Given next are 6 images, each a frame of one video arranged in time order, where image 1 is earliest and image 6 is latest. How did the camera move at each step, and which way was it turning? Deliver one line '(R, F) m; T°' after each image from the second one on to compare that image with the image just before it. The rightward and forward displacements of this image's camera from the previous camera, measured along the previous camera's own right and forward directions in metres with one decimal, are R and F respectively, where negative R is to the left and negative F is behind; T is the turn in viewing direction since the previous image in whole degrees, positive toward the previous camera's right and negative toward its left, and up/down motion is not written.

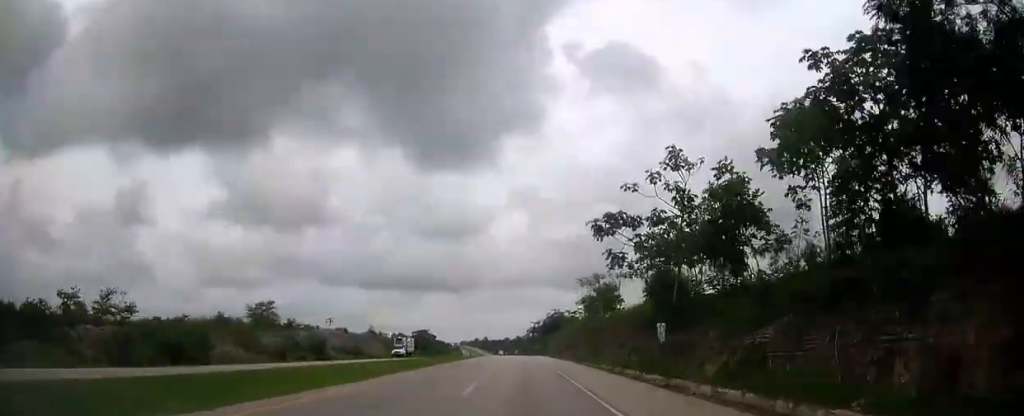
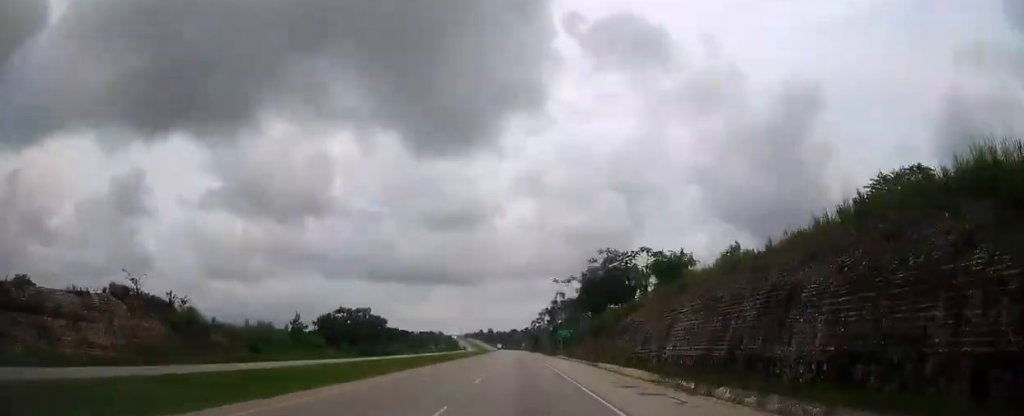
(-1.1, +91.1) m; -1°
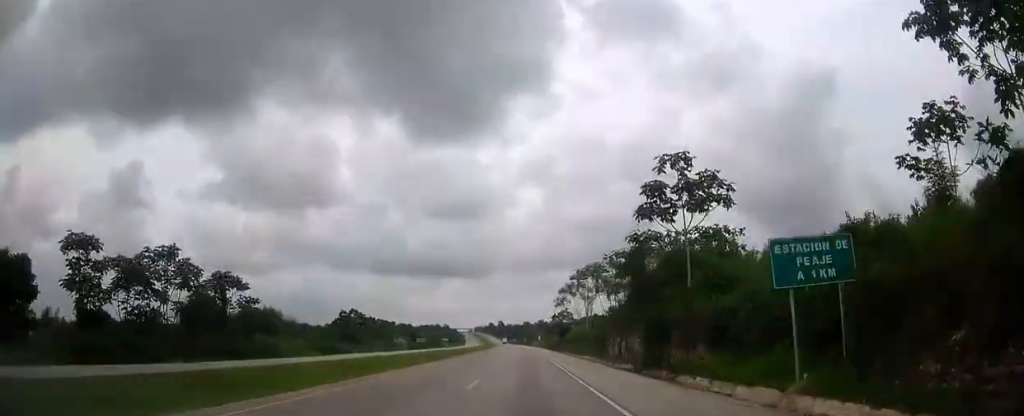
(-0.8, +75.9) m; -1°
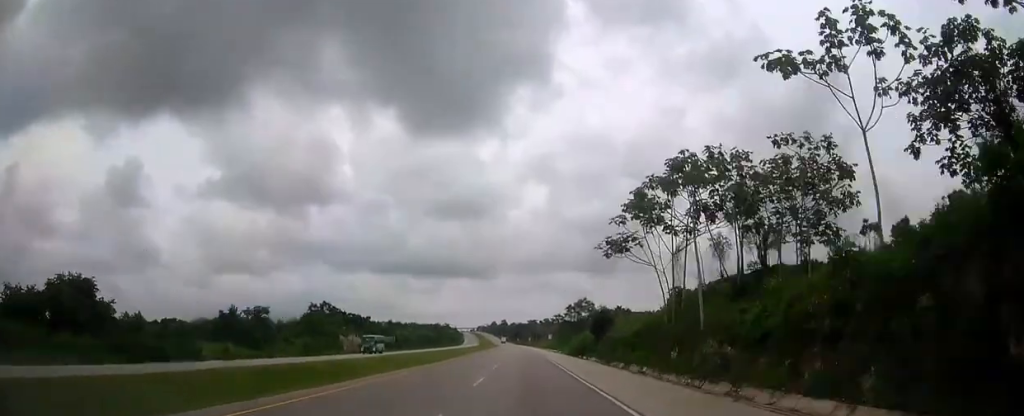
(-0.2, +46.2) m; -1°
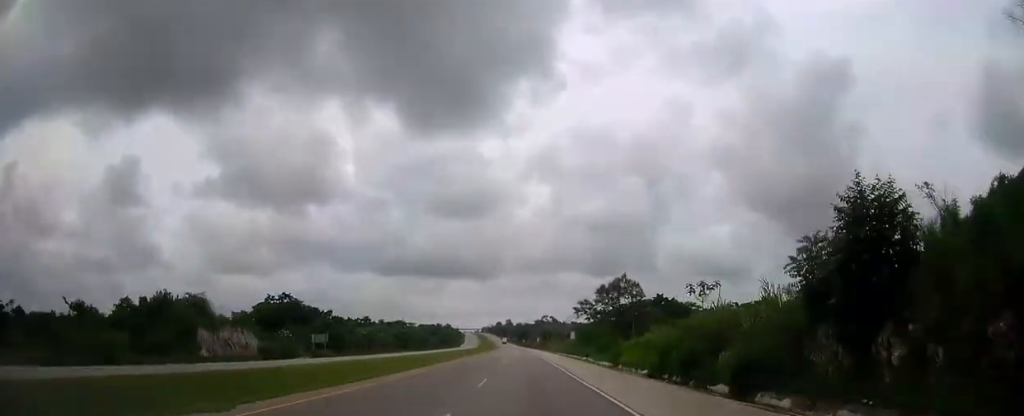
(-0.1, +48.5) m; -1°
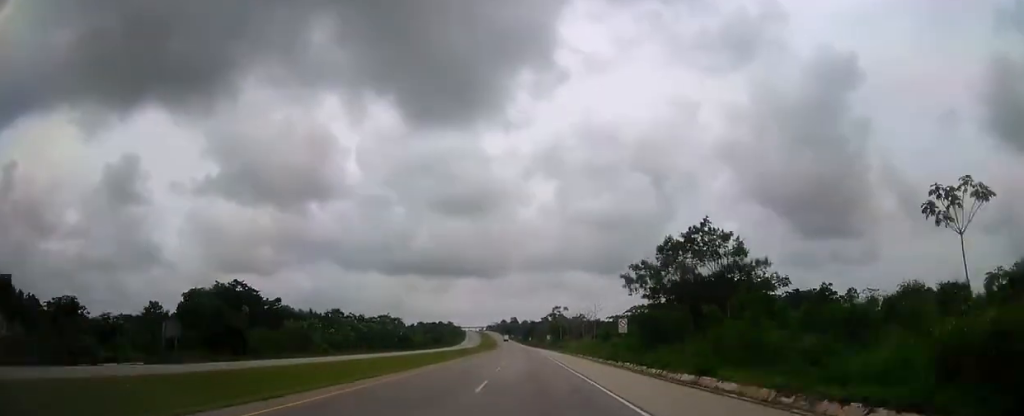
(-0.3, +37.3) m; 0°
